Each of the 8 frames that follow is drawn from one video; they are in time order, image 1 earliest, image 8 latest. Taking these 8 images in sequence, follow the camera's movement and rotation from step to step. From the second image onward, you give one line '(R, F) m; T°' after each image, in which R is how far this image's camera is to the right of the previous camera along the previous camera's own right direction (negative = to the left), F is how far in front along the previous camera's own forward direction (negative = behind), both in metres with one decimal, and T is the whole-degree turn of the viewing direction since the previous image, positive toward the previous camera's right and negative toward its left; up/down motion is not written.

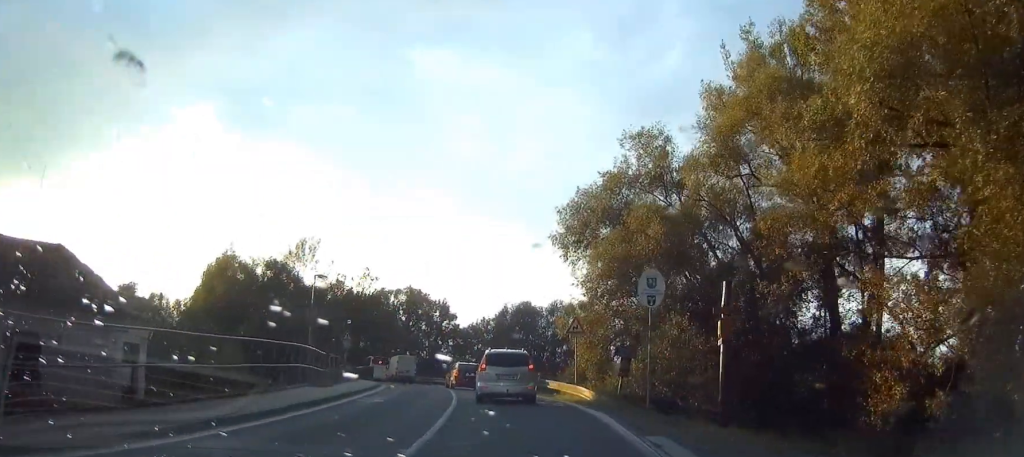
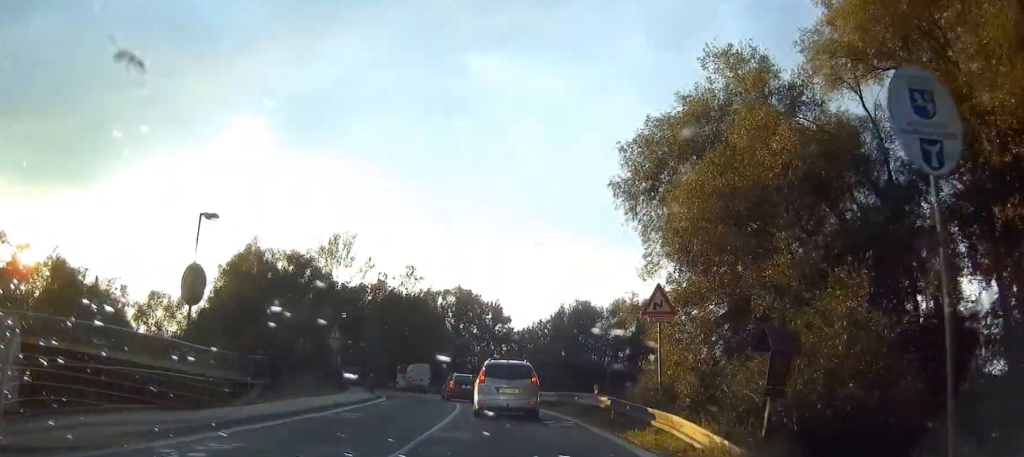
(-0.4, +13.4) m; -4°
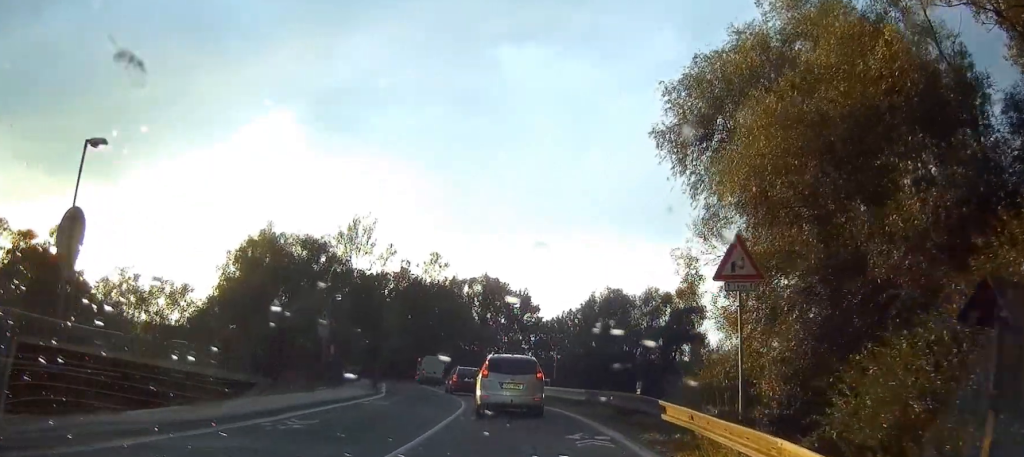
(-0.1, +5.9) m; -2°
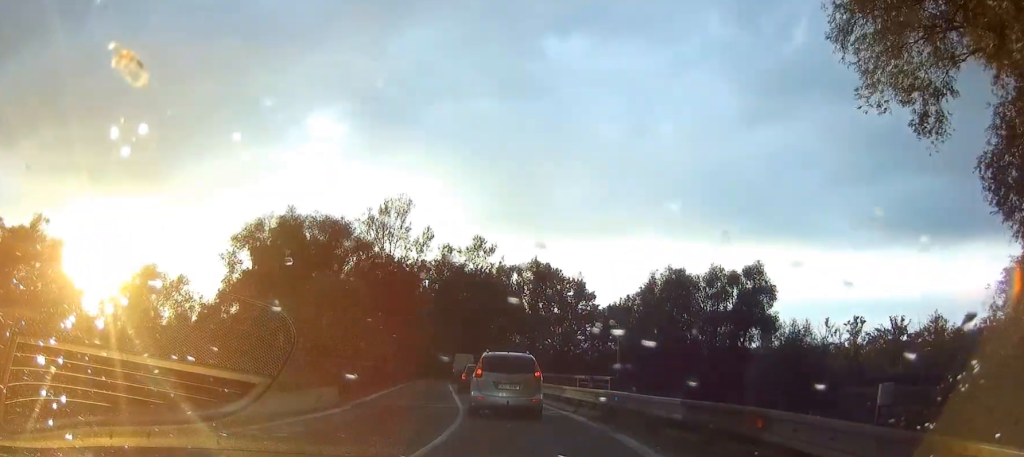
(-0.4, +12.2) m; -4°
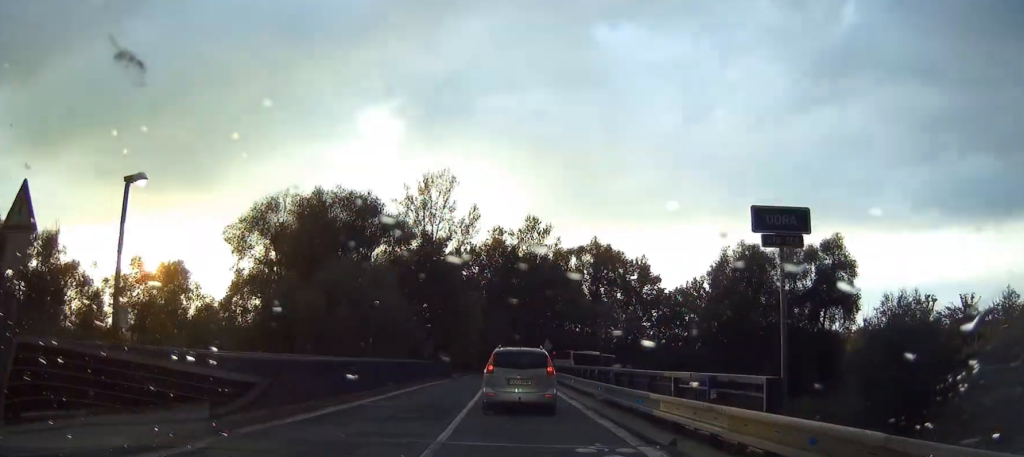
(-0.5, +11.9) m; -5°
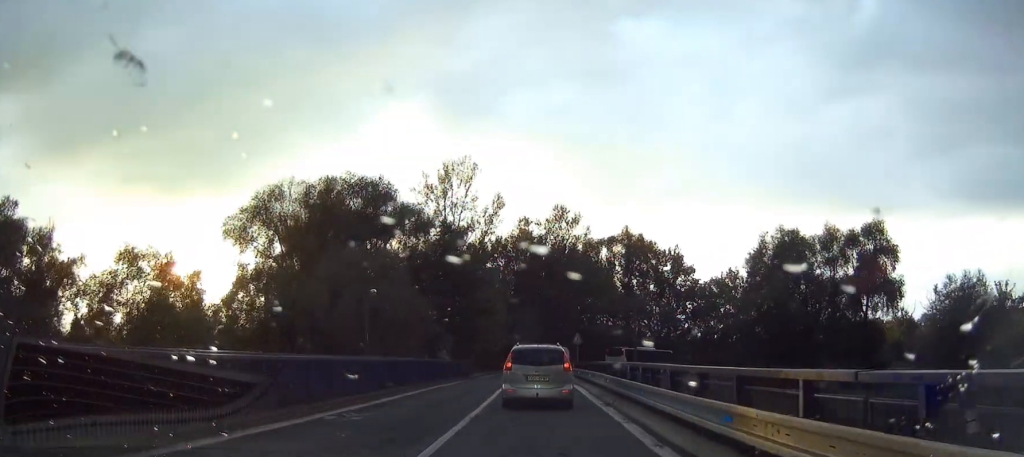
(0.0, +6.2) m; -3°
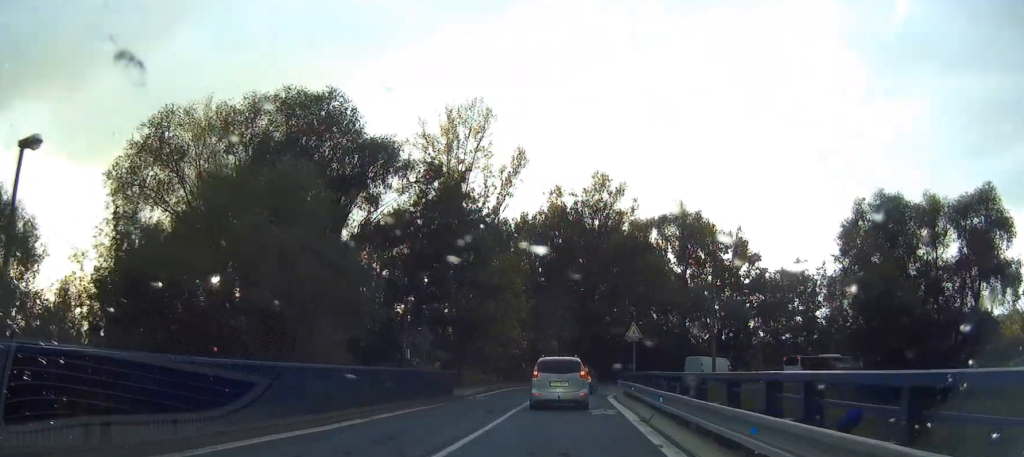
(-1.3, +25.3) m; -3°
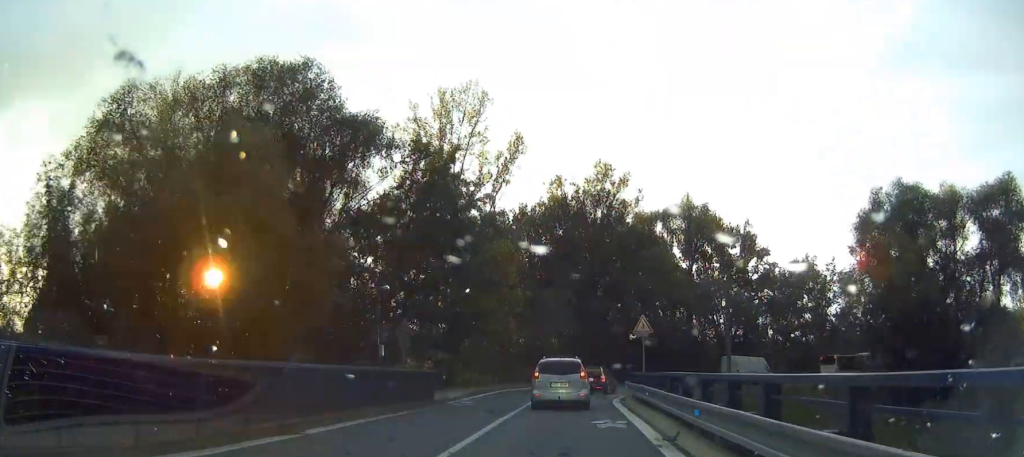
(0.0, +4.3) m; 0°
